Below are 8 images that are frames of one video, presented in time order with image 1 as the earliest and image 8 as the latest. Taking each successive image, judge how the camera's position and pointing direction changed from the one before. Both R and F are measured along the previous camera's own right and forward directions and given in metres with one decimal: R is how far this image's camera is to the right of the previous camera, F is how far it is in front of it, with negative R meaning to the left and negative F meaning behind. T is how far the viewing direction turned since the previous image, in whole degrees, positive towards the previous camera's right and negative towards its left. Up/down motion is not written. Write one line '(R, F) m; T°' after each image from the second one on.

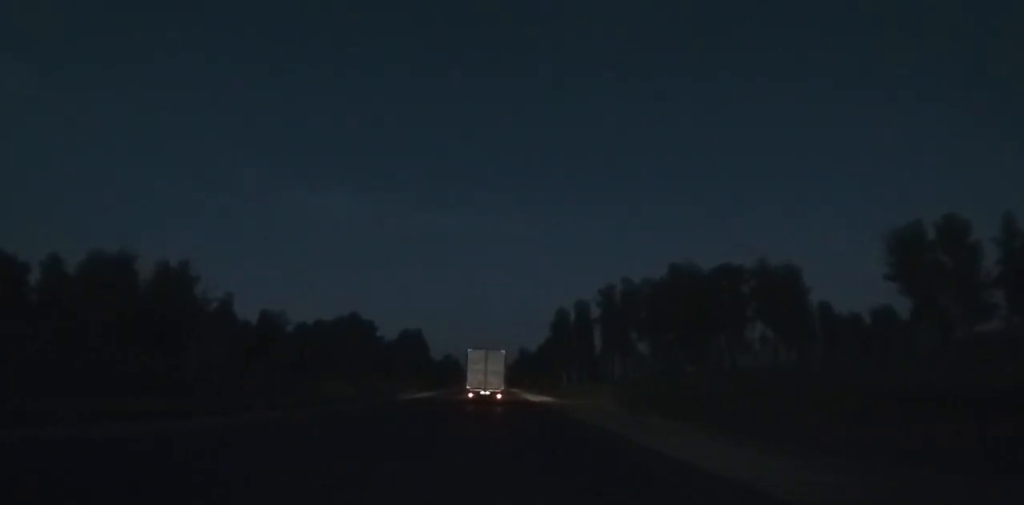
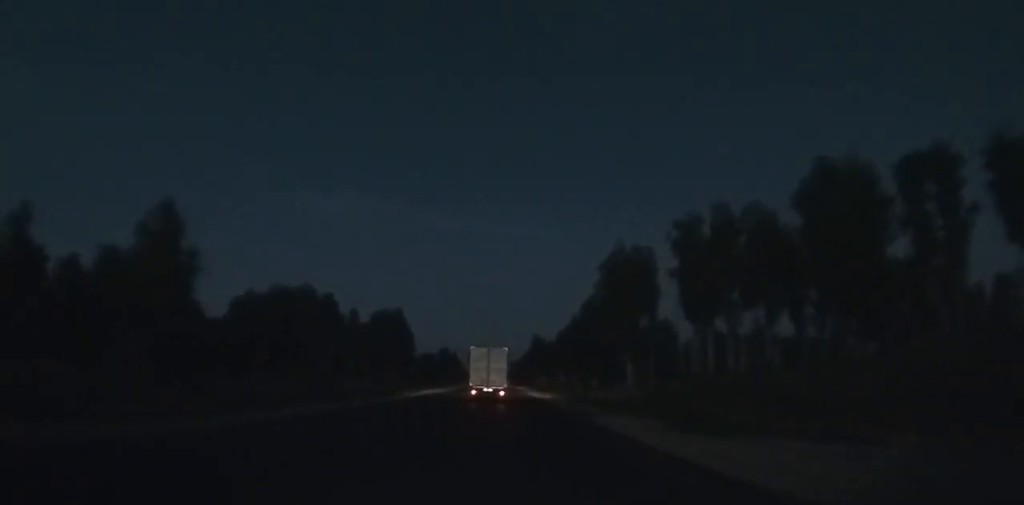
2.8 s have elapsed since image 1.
(-0.3, +52.5) m; -1°
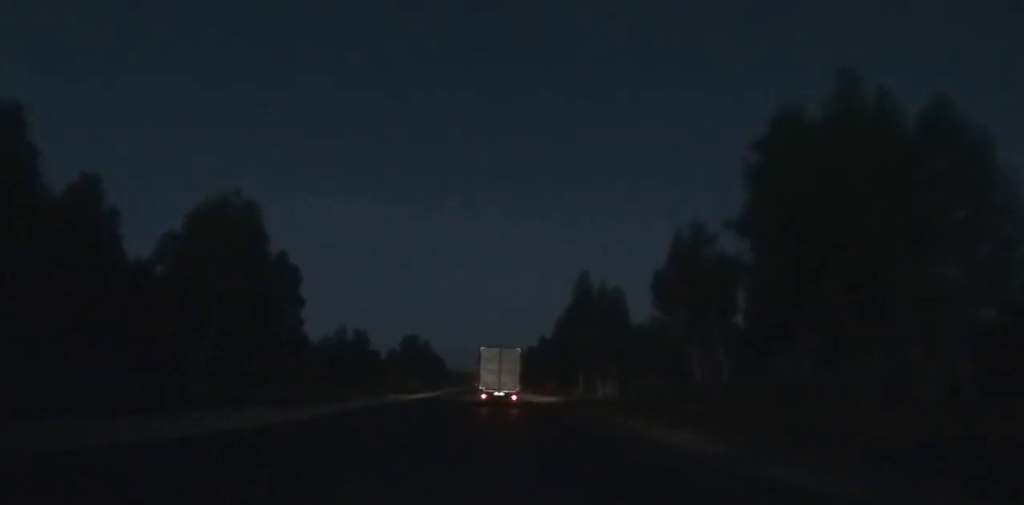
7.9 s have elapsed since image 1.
(-0.6, +96.2) m; 0°
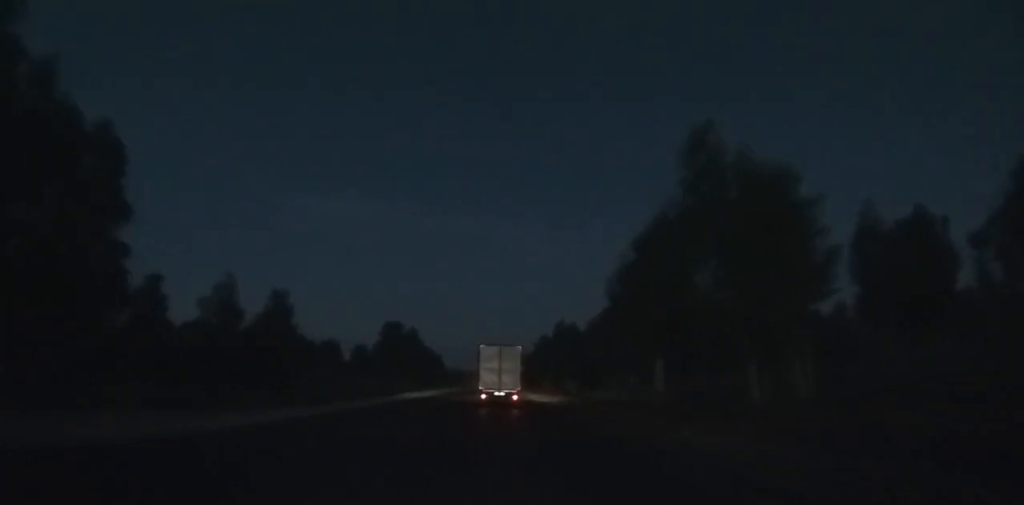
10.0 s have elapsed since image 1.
(+0.2, +39.6) m; 0°
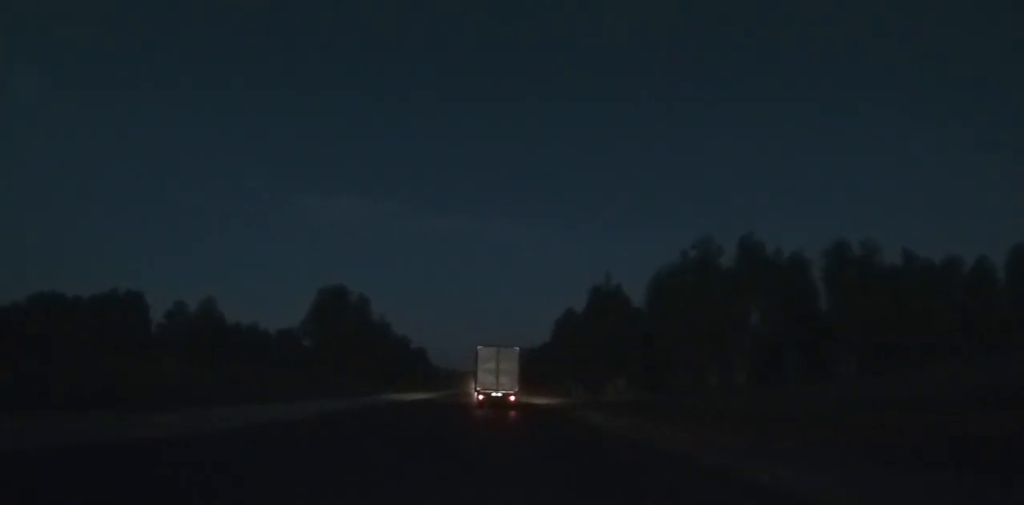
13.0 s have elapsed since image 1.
(-0.2, +56.0) m; 0°
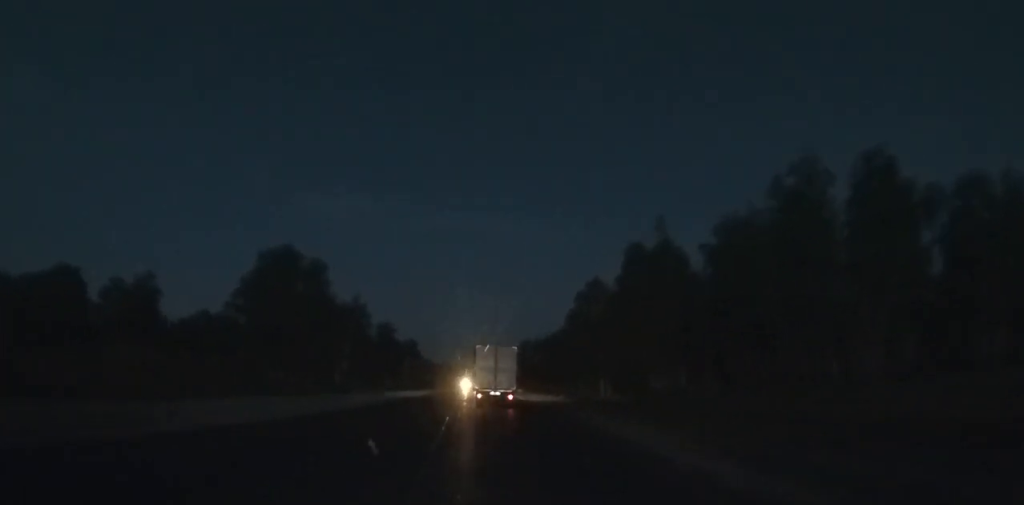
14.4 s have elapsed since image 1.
(0.0, +25.8) m; 0°
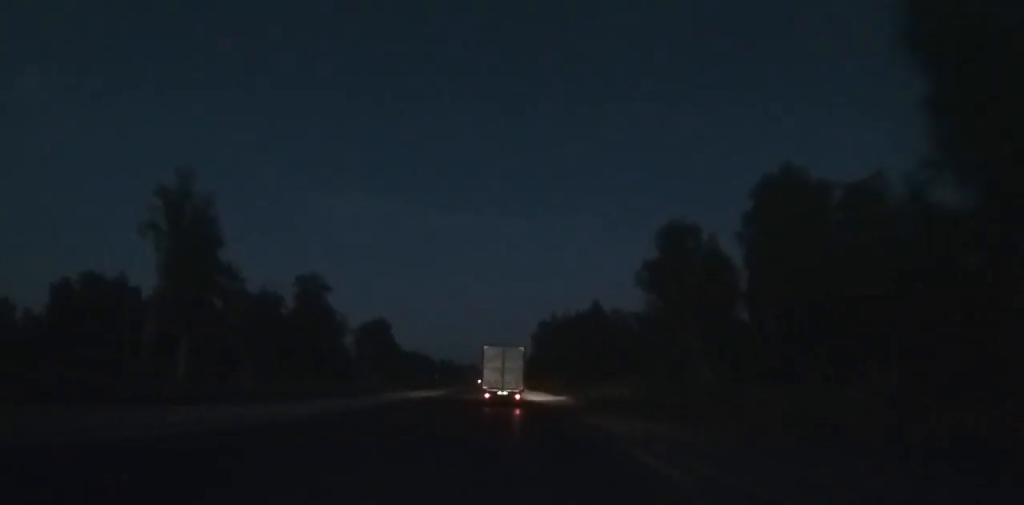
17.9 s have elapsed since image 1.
(0.0, +64.1) m; 0°
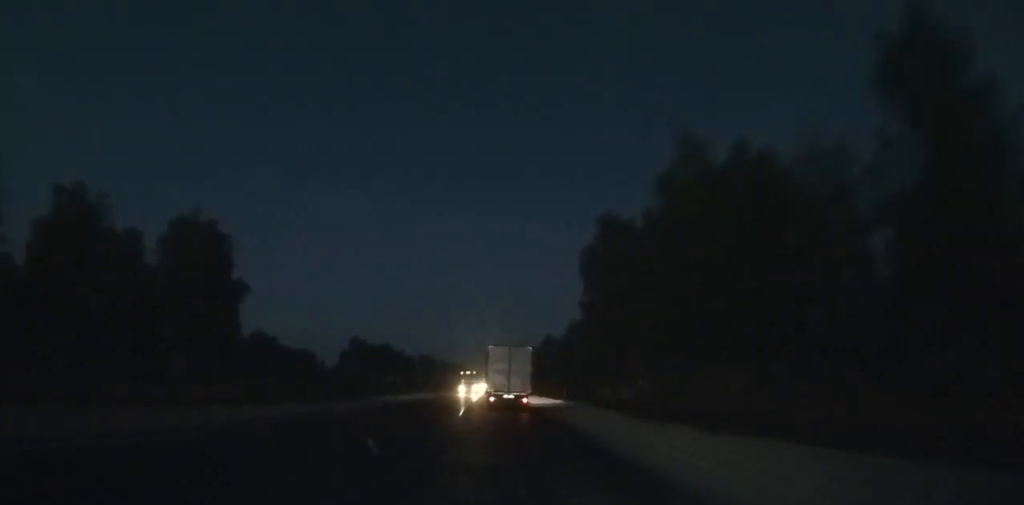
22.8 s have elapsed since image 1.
(+0.1, +88.9) m; +1°
